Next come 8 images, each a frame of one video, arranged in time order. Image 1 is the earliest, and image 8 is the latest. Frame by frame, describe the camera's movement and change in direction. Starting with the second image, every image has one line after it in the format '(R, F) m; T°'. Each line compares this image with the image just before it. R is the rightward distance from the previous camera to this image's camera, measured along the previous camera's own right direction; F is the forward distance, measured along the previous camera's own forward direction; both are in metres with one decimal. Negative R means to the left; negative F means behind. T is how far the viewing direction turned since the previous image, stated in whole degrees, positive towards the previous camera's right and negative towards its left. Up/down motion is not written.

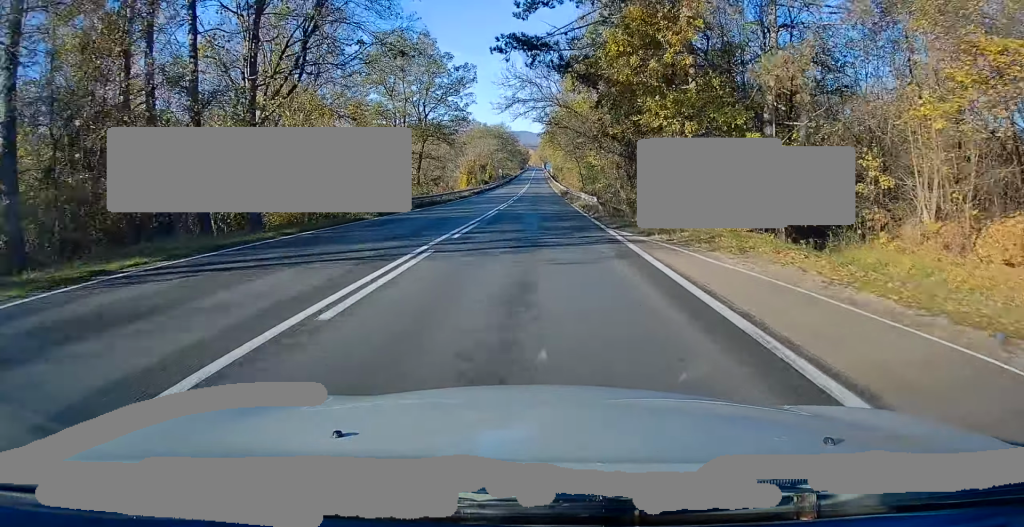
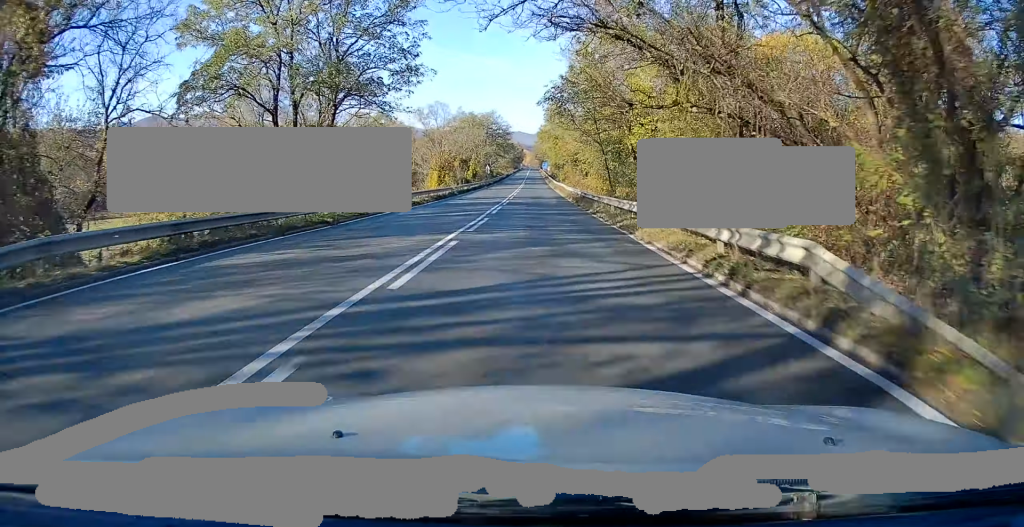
(+0.2, +24.8) m; 0°
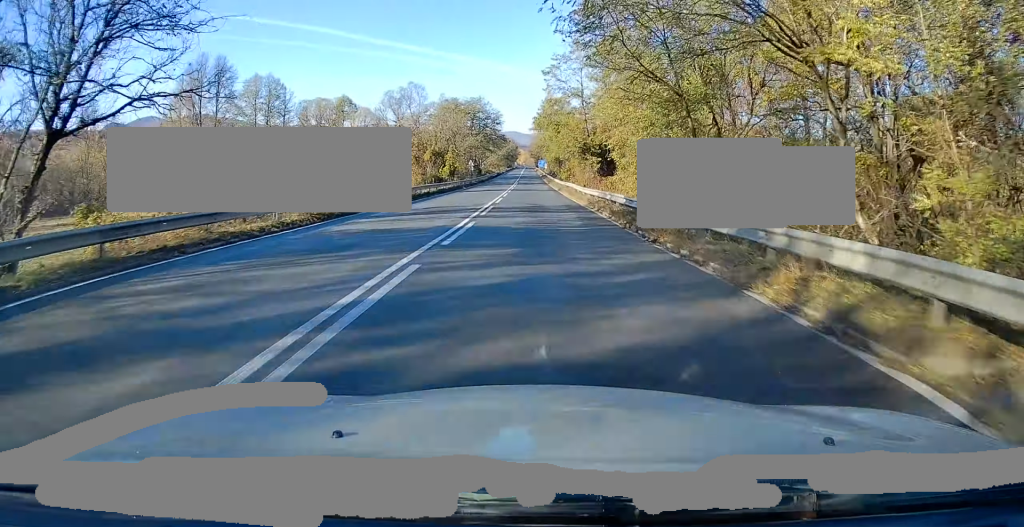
(0.0, +22.1) m; 0°
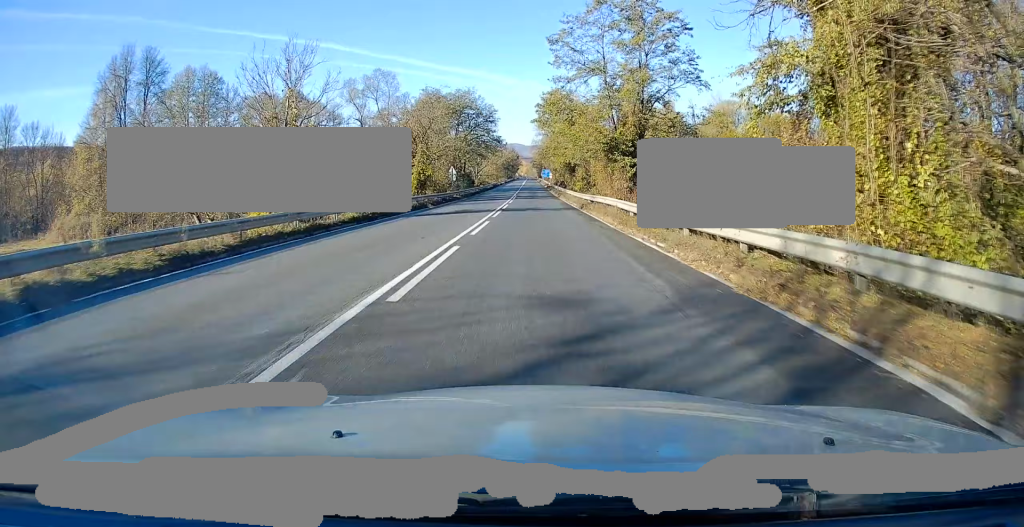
(0.0, +22.3) m; 0°
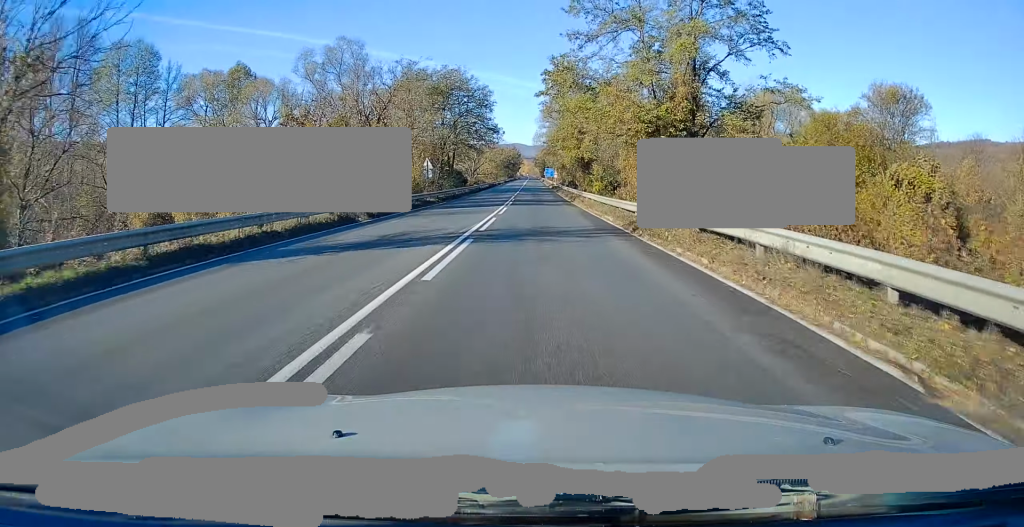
(0.0, +16.3) m; 0°
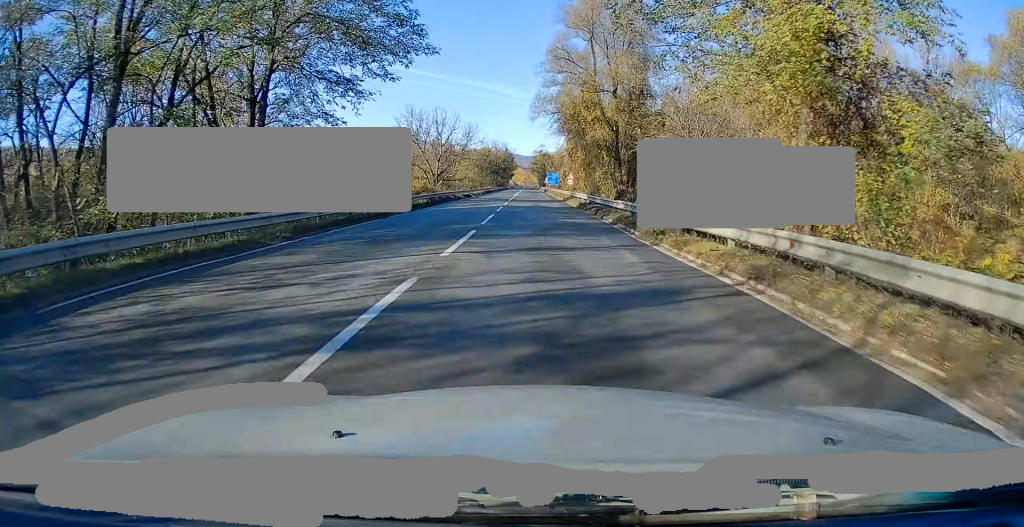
(+0.1, +54.4) m; 0°
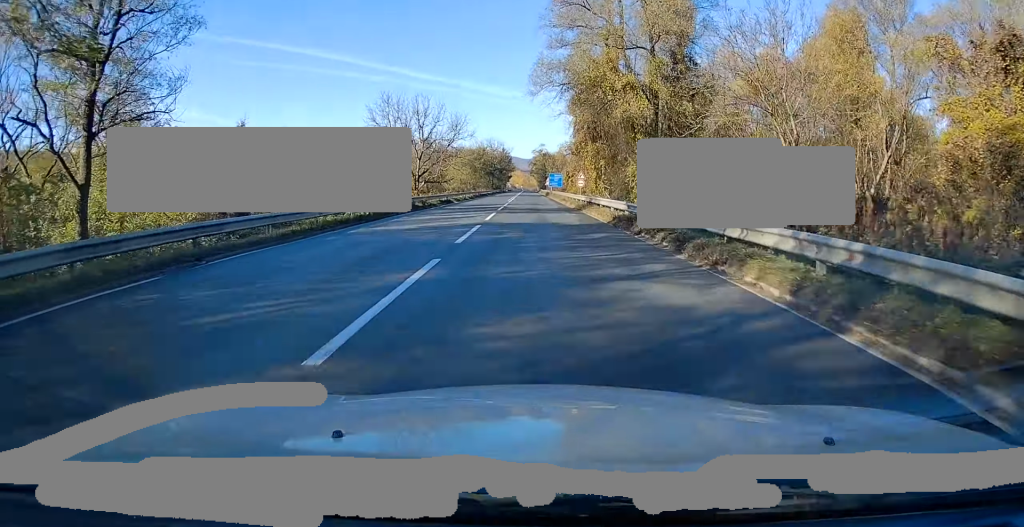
(0.0, +15.7) m; 0°
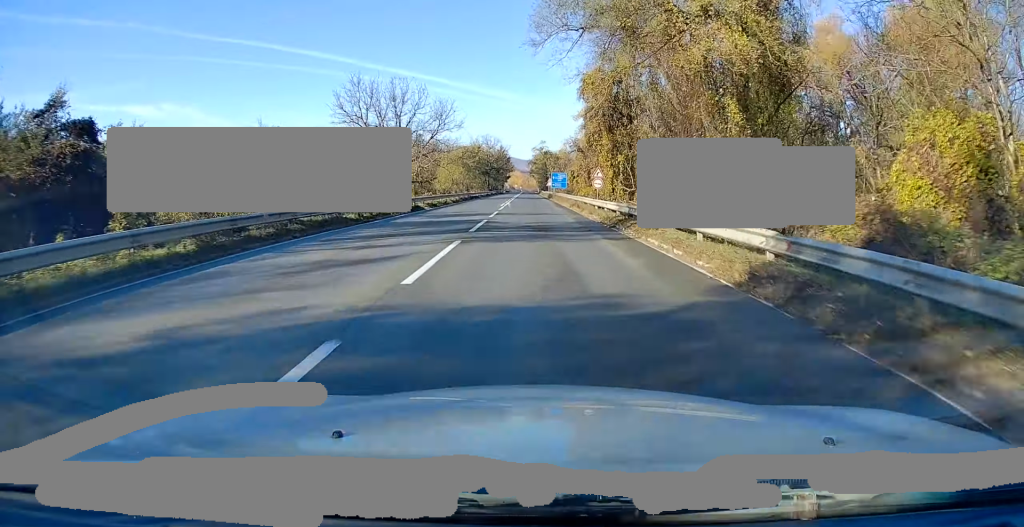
(0.0, +14.2) m; -1°
